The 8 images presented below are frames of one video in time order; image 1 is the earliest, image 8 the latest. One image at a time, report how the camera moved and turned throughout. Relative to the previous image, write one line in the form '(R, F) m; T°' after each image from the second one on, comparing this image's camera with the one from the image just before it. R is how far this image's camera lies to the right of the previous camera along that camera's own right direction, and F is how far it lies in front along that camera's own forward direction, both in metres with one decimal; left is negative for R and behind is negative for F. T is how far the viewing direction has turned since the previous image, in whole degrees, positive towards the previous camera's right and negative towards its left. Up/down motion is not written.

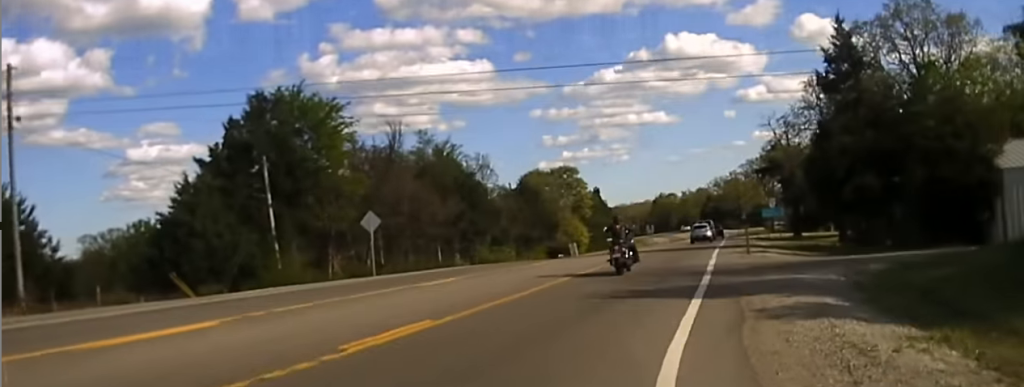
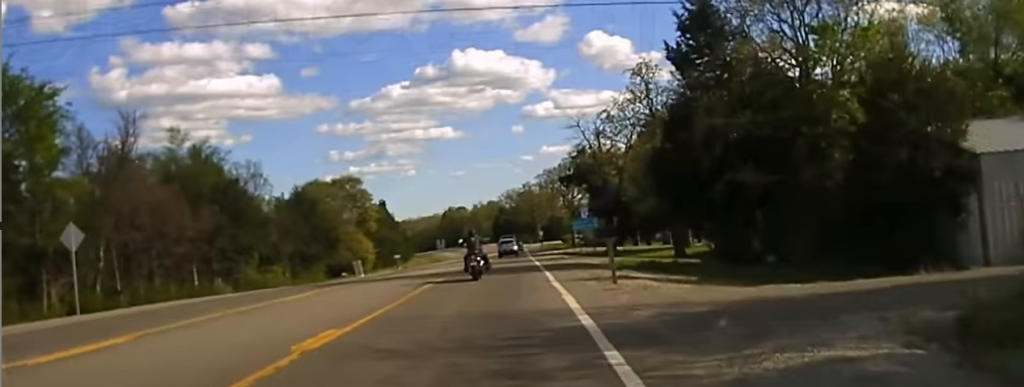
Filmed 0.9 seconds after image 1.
(+1.6, +12.8) m; +9°
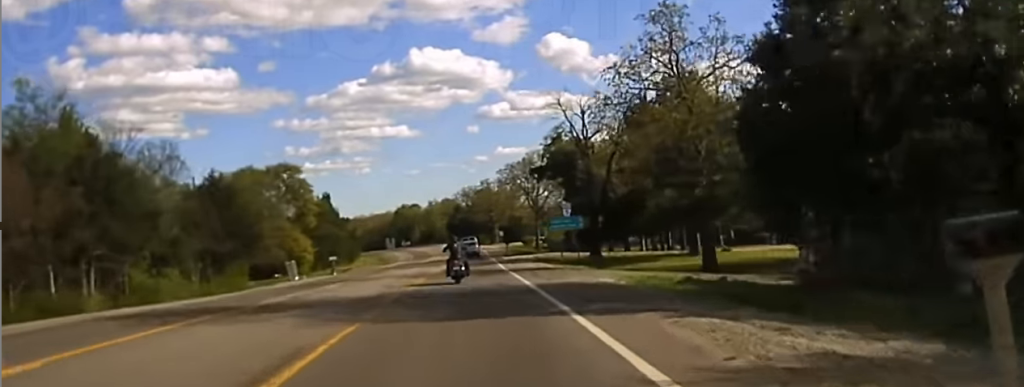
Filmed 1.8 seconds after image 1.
(+0.5, +16.0) m; +2°
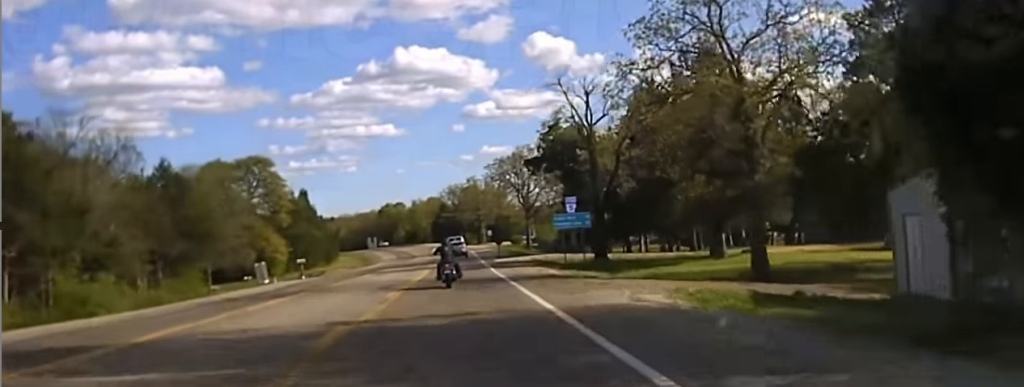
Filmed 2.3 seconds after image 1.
(0.0, +7.3) m; 0°
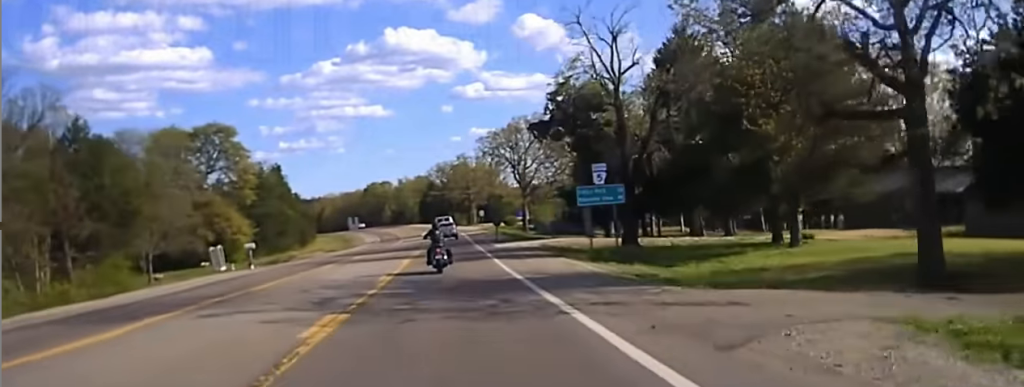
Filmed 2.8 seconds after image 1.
(0.0, +9.8) m; 0°
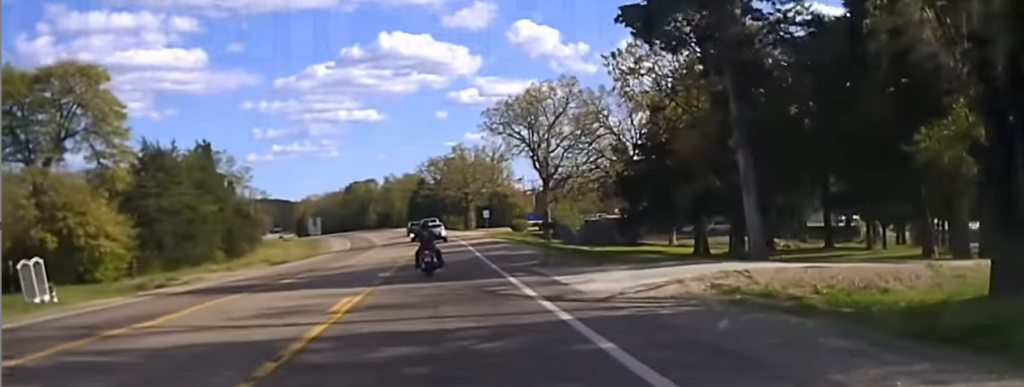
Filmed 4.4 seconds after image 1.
(-0.4, +28.7) m; -2°
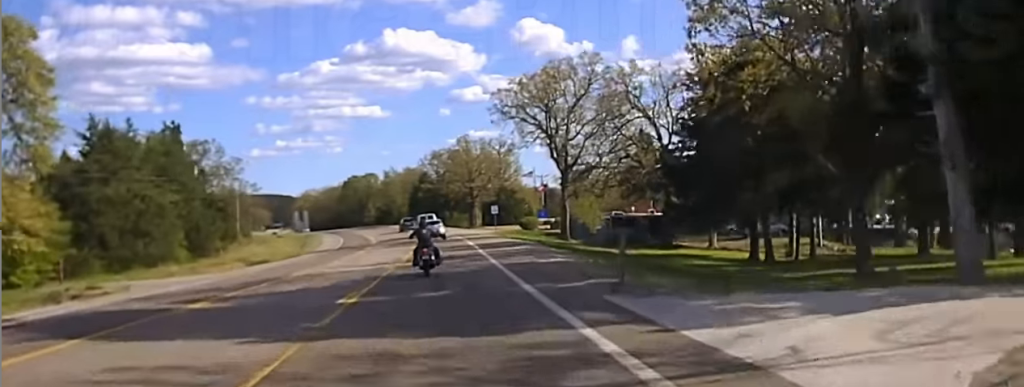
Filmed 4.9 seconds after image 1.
(-0.1, +10.5) m; 0°
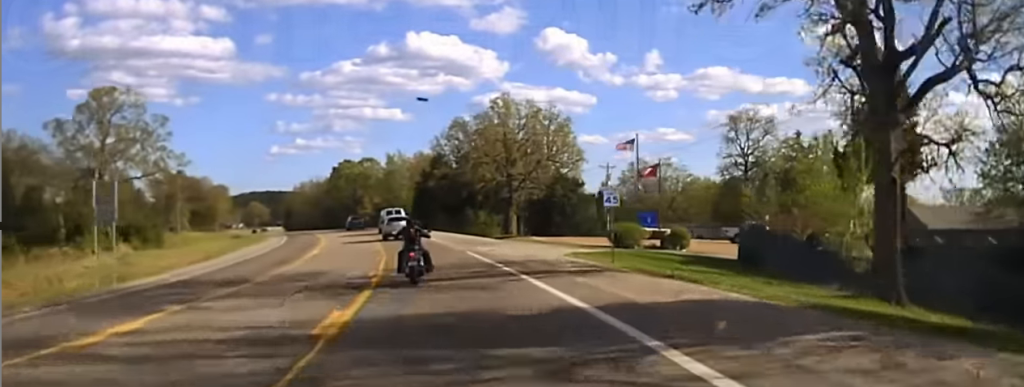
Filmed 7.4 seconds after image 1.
(0.0, +51.3) m; -4°
